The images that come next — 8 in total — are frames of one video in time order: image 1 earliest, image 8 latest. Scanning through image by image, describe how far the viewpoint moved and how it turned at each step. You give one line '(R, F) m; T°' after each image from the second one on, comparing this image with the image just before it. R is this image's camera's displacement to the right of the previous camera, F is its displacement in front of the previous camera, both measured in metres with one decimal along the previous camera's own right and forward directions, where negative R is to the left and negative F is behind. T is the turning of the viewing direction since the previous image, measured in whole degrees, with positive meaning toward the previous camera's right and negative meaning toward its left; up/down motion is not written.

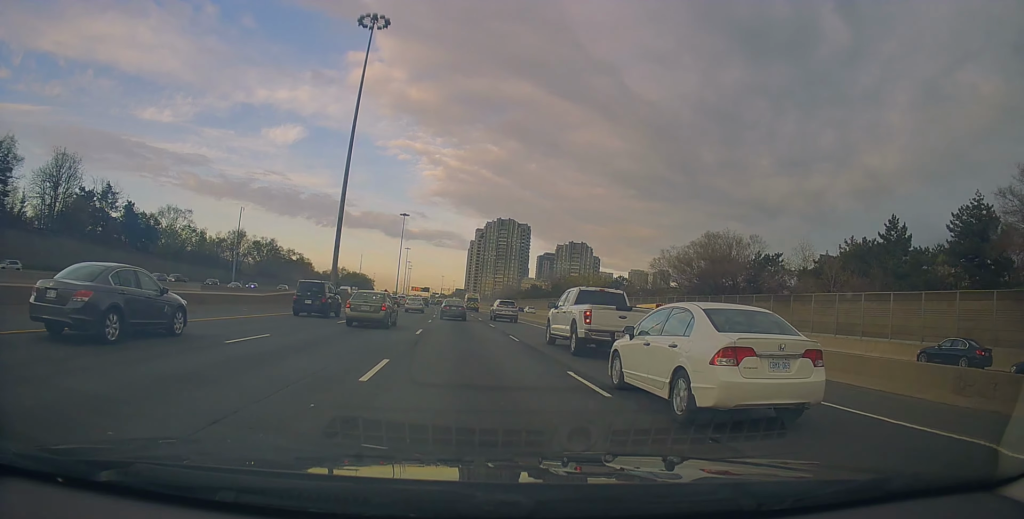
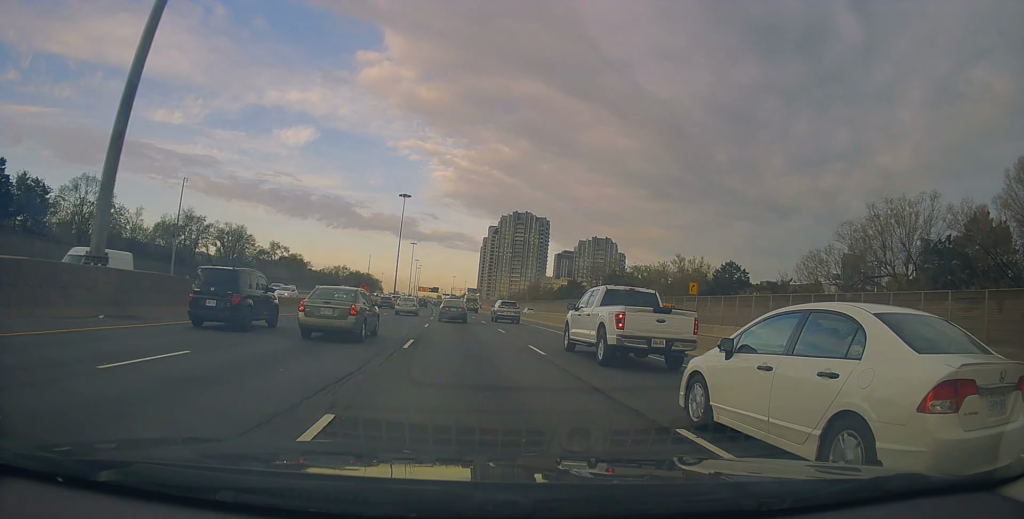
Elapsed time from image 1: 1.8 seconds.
(-0.5, +41.0) m; -1°
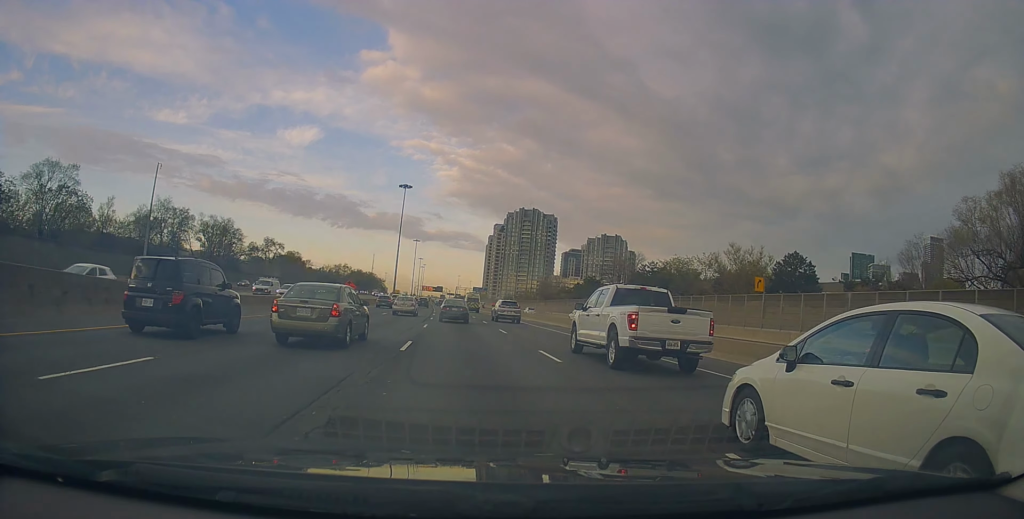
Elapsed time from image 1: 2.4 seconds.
(+0.3, +13.0) m; 0°
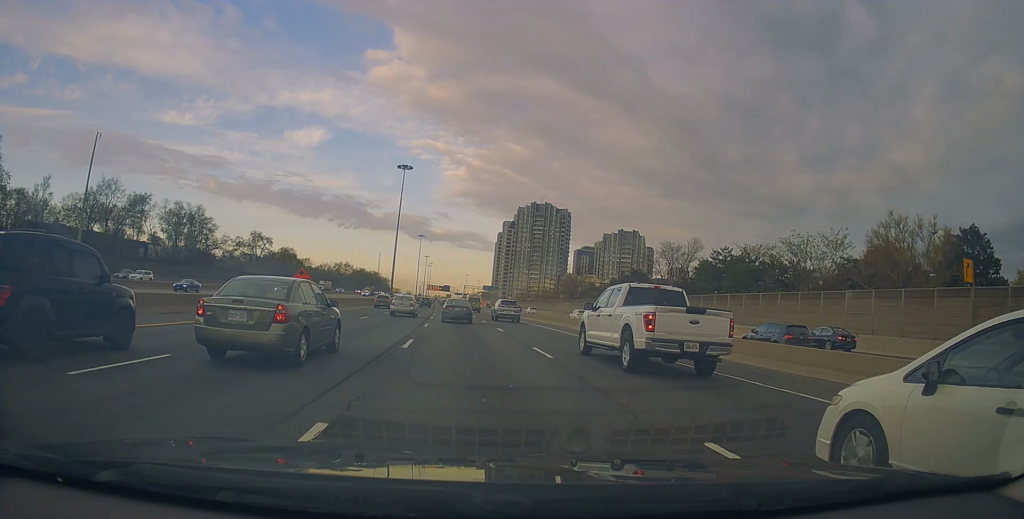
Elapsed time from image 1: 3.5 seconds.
(-0.4, +23.4) m; -2°
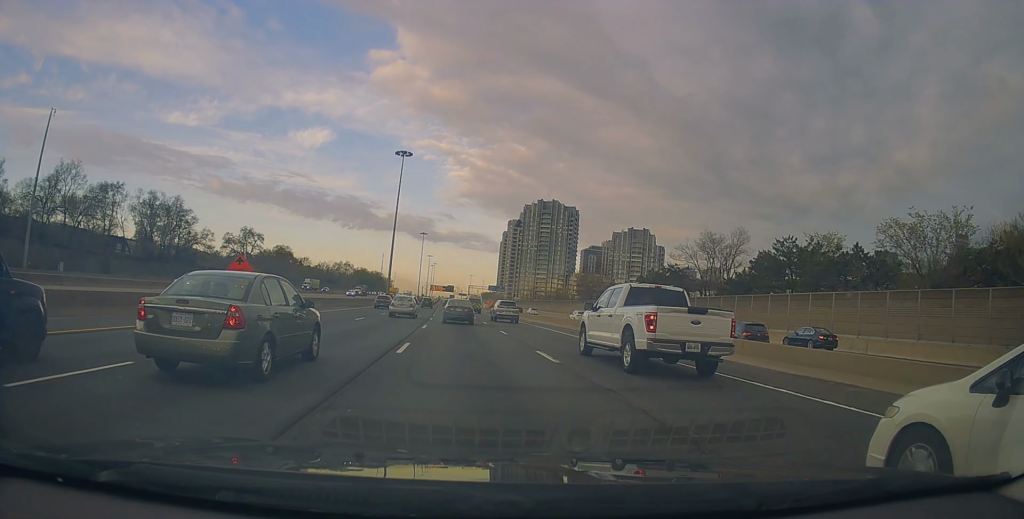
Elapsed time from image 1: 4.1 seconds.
(-0.3, +13.5) m; -1°
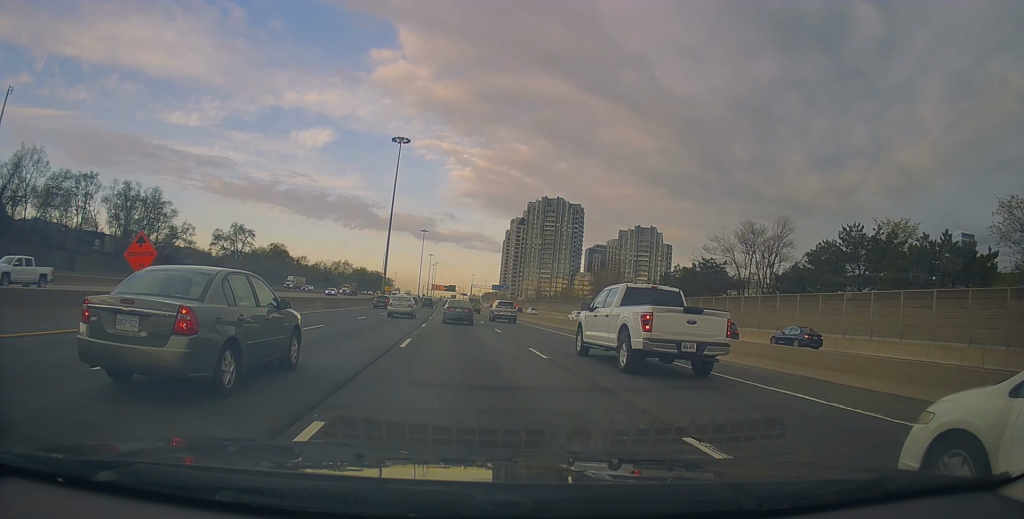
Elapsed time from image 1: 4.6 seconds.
(-0.1, +10.6) m; 0°
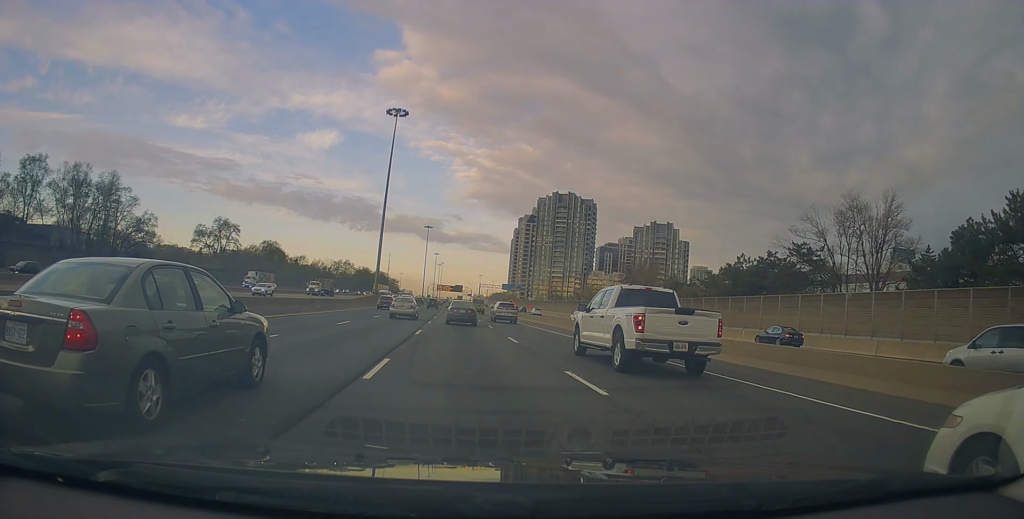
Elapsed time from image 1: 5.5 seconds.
(-0.1, +18.3) m; +1°
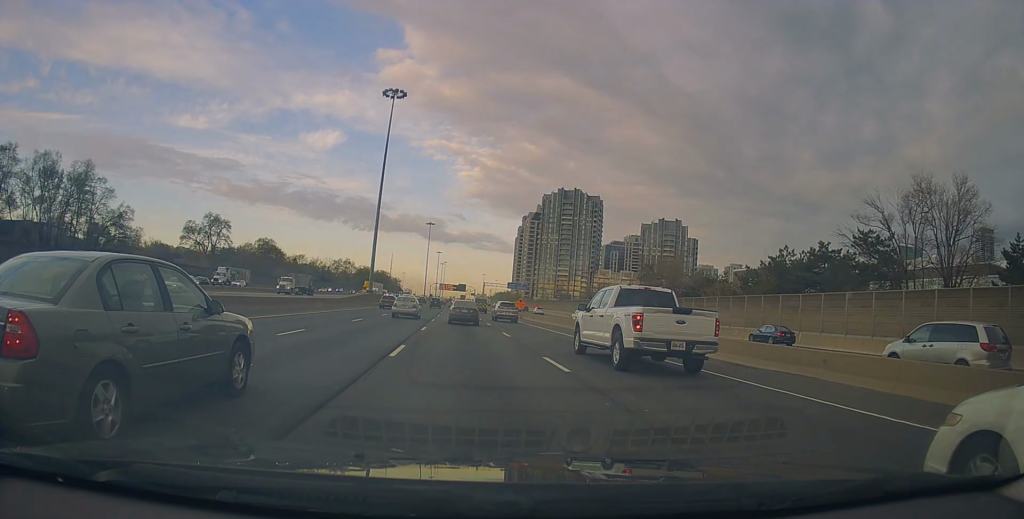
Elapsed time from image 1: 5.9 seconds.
(+0.3, +8.5) m; 0°
